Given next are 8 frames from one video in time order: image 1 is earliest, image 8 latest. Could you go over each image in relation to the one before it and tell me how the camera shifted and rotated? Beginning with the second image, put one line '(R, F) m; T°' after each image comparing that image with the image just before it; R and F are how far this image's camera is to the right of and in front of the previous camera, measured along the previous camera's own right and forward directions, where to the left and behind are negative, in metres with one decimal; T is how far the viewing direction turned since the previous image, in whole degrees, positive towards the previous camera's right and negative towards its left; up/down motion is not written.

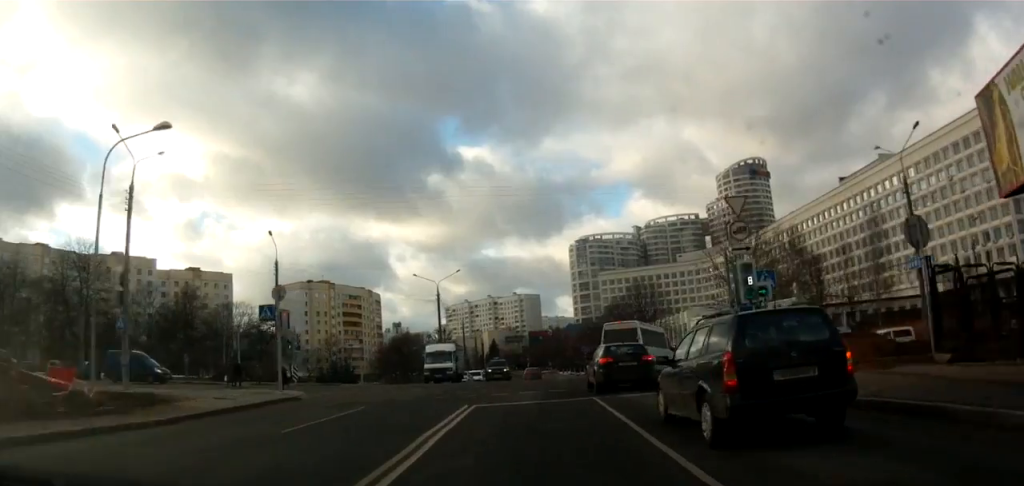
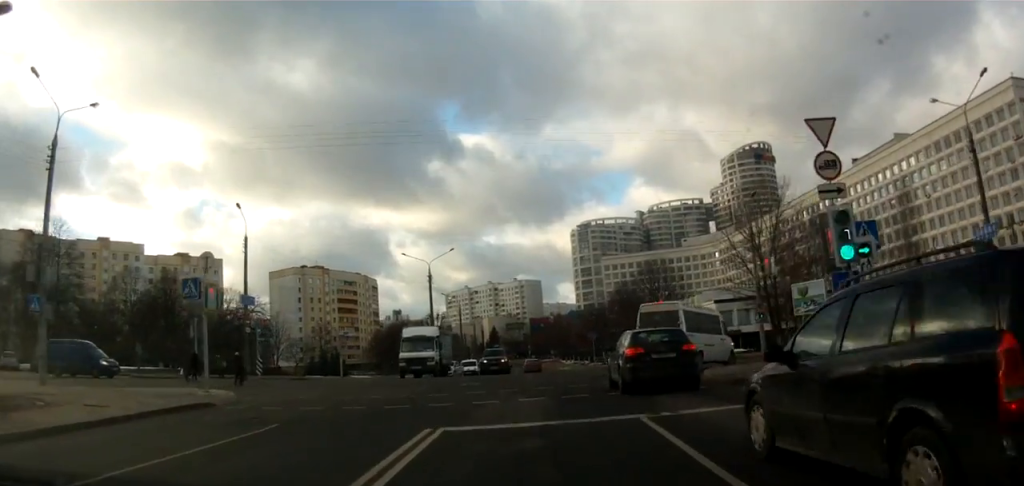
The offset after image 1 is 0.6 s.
(-0.1, +6.2) m; -1°
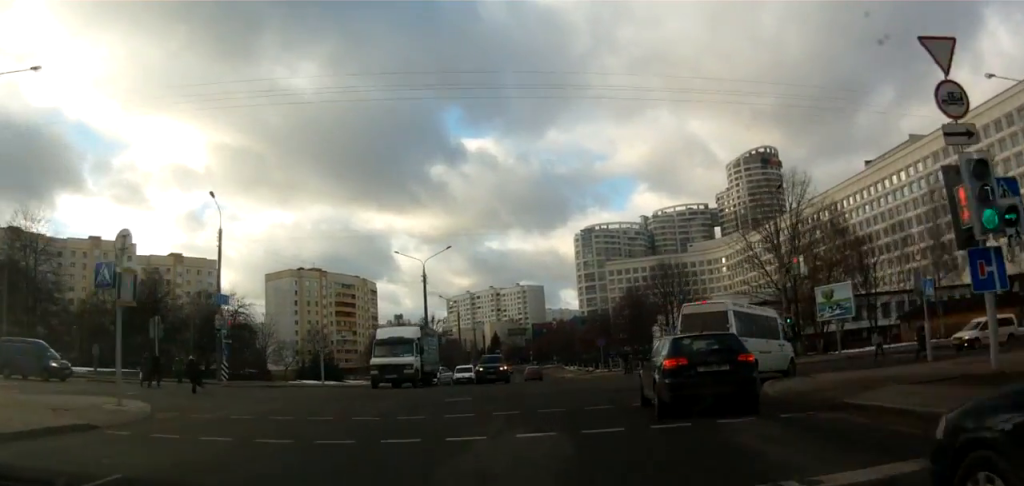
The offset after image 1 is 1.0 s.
(-0.3, +5.0) m; +2°
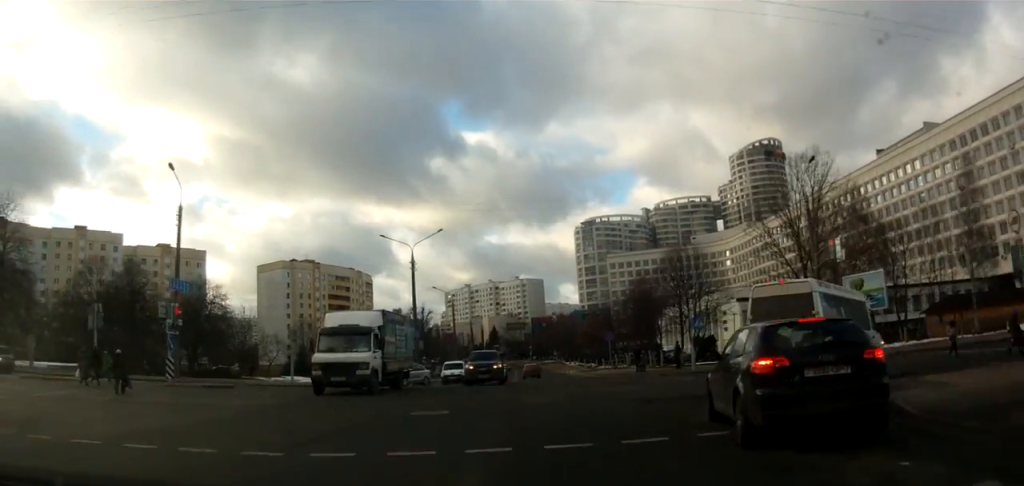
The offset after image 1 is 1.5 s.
(-0.3, +5.4) m; +3°
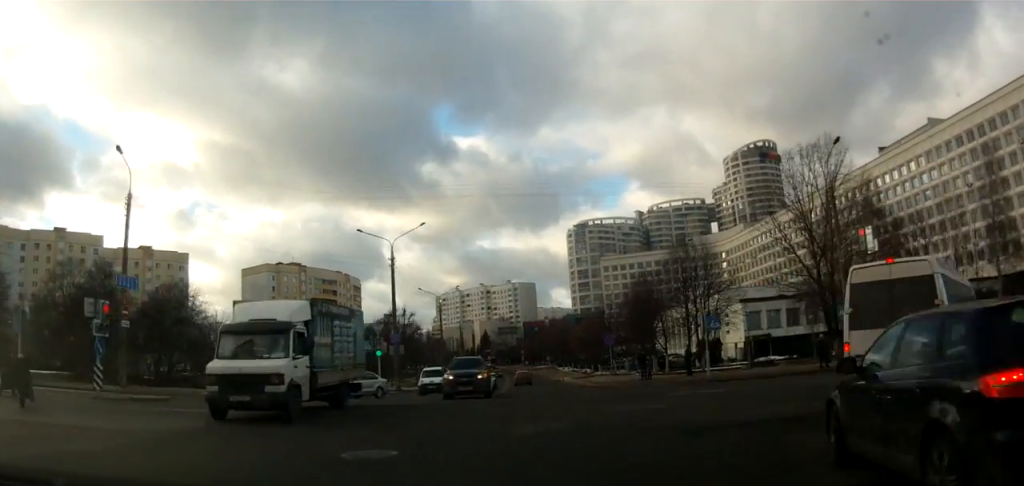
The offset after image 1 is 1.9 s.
(+0.6, +5.1) m; +5°
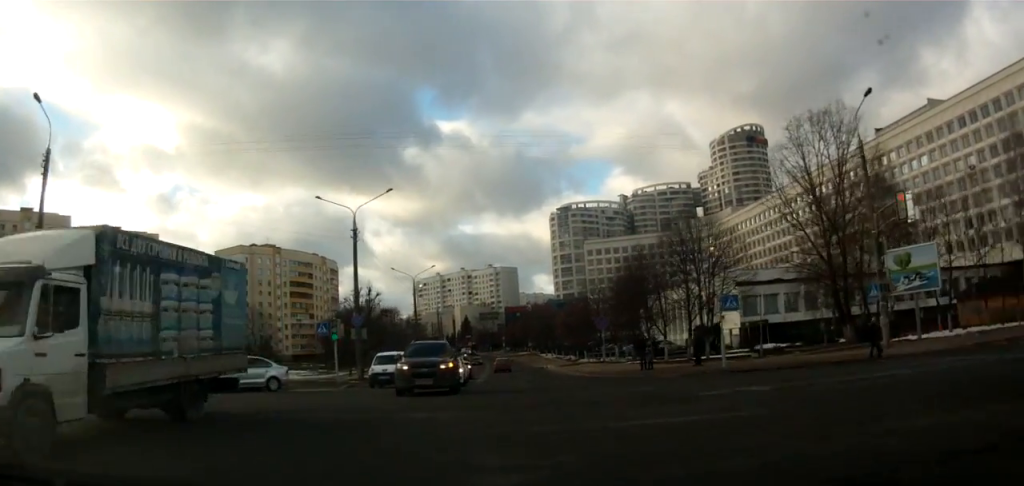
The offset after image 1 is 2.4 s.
(+0.3, +6.1) m; +5°
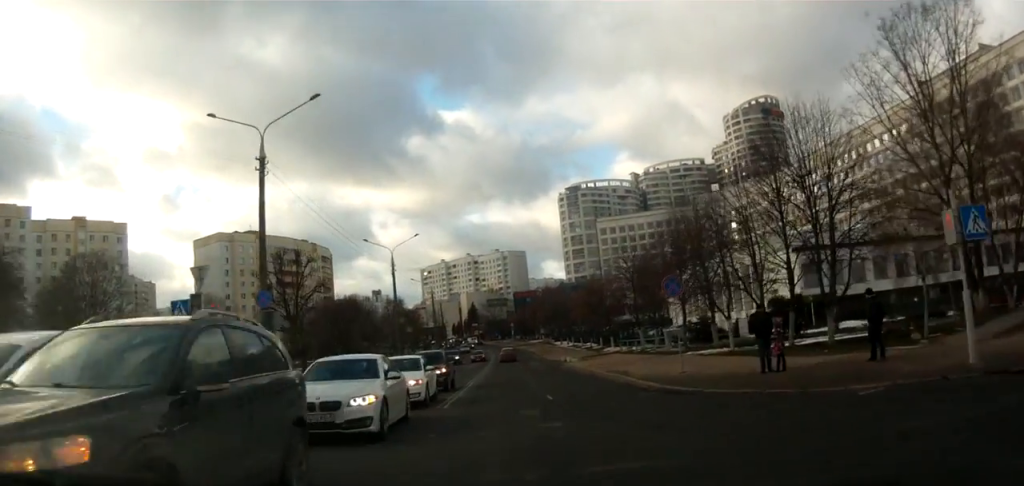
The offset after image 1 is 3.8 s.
(+0.9, +16.2) m; +4°
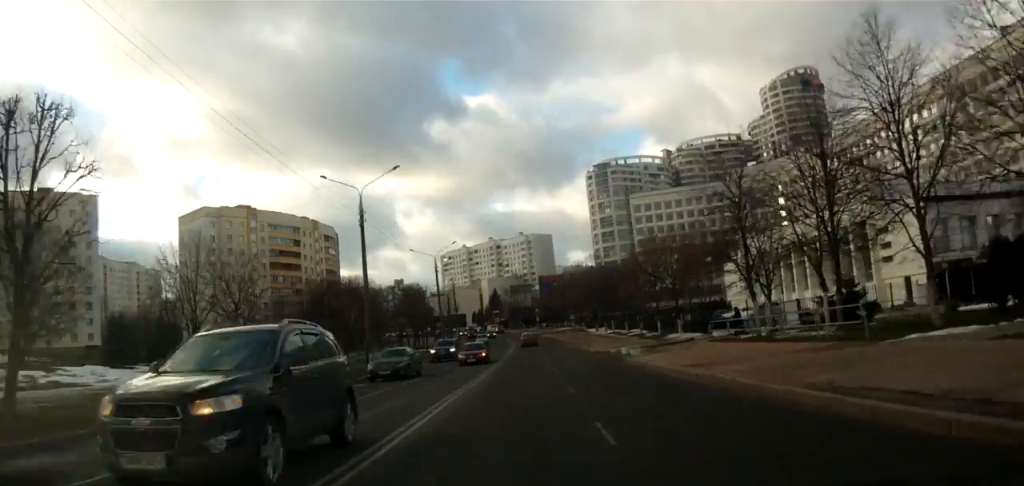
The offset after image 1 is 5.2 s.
(-0.3, +19.1) m; -3°
